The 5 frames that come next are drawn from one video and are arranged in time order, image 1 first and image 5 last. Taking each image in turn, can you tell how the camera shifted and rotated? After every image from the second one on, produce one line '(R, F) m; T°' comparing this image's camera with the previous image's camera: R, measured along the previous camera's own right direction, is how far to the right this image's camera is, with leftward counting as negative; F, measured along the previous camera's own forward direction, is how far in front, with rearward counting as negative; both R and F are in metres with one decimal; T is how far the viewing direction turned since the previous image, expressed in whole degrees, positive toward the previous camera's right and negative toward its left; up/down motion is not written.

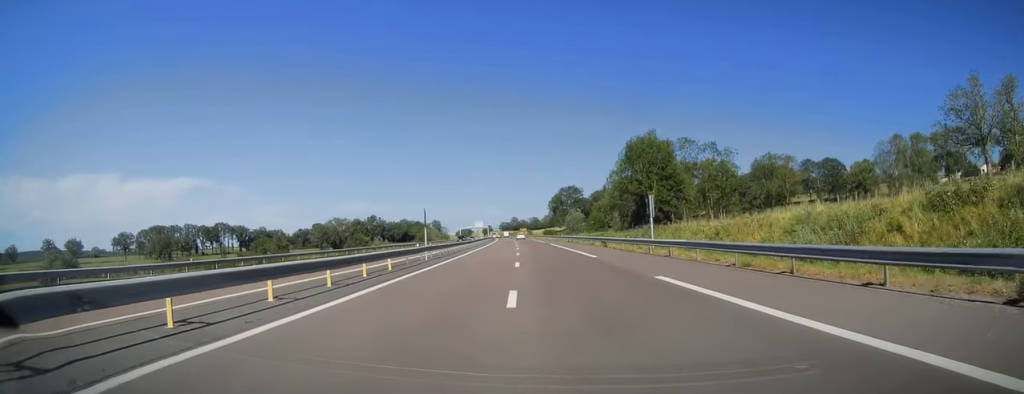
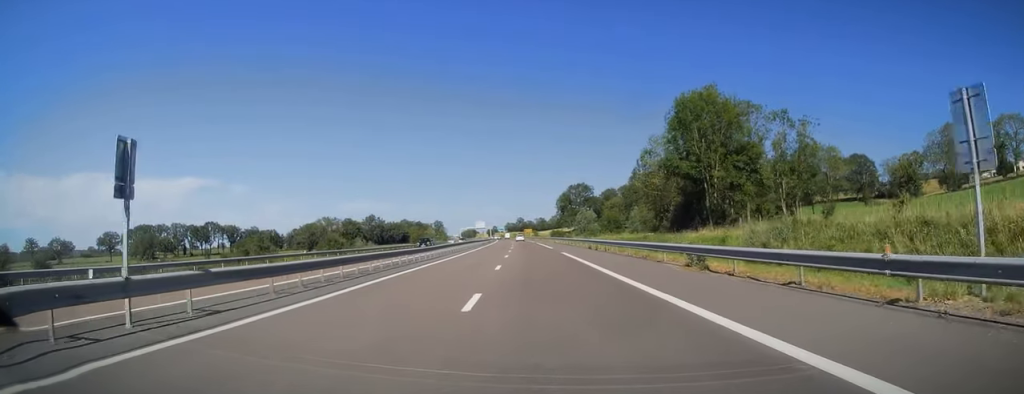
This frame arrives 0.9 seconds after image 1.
(-0.1, +26.0) m; -1°
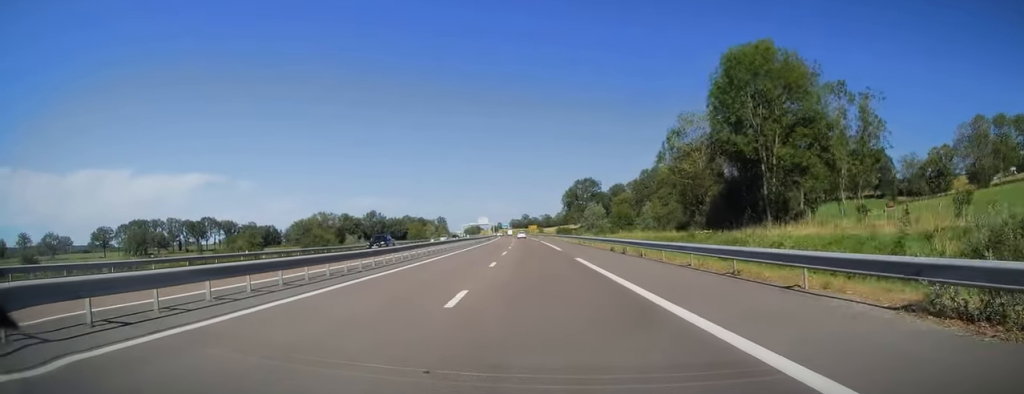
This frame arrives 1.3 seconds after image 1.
(-0.1, +12.8) m; 0°
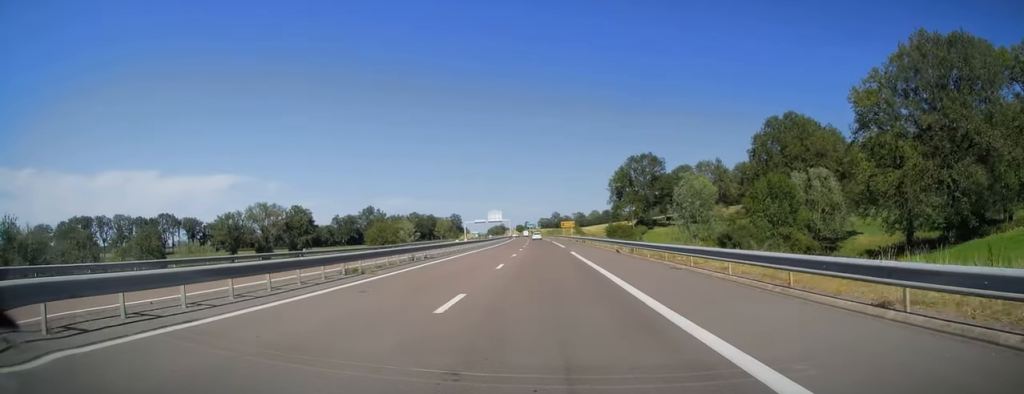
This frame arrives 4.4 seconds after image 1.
(-2.2, +91.1) m; -3°
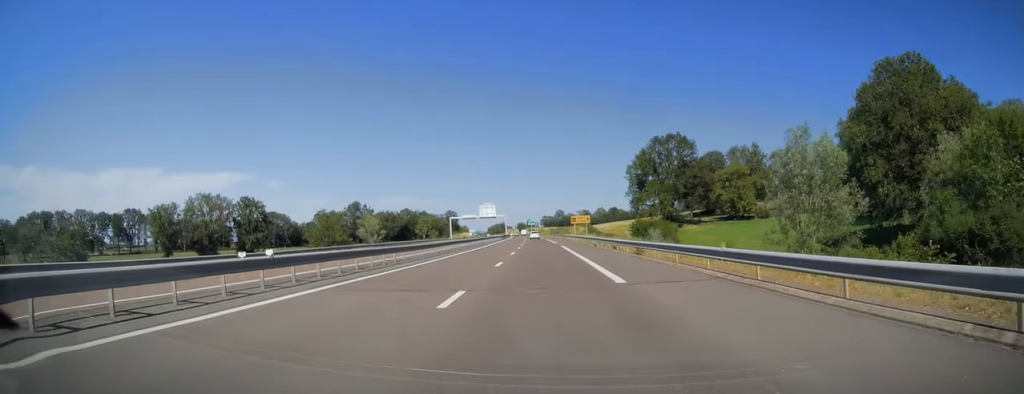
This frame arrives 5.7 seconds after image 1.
(-0.4, +38.3) m; 0°
